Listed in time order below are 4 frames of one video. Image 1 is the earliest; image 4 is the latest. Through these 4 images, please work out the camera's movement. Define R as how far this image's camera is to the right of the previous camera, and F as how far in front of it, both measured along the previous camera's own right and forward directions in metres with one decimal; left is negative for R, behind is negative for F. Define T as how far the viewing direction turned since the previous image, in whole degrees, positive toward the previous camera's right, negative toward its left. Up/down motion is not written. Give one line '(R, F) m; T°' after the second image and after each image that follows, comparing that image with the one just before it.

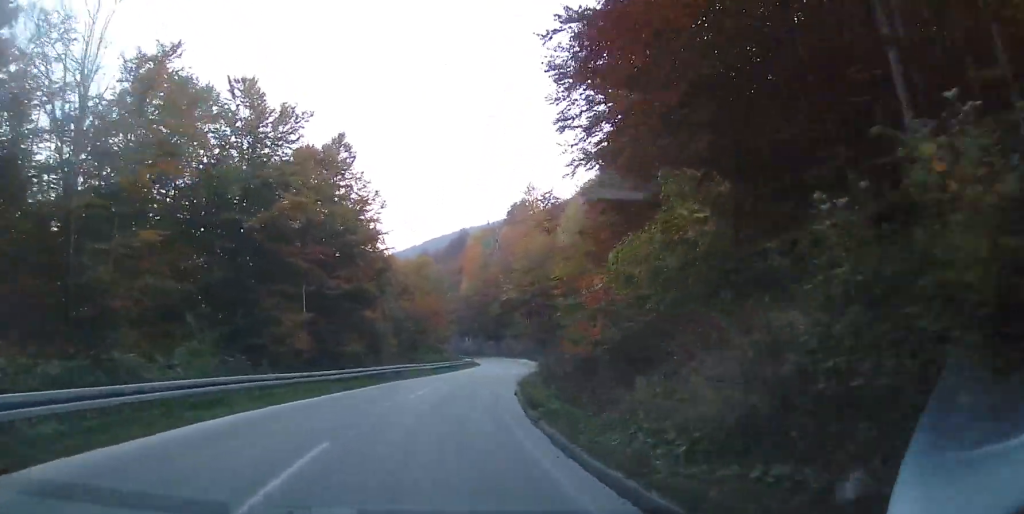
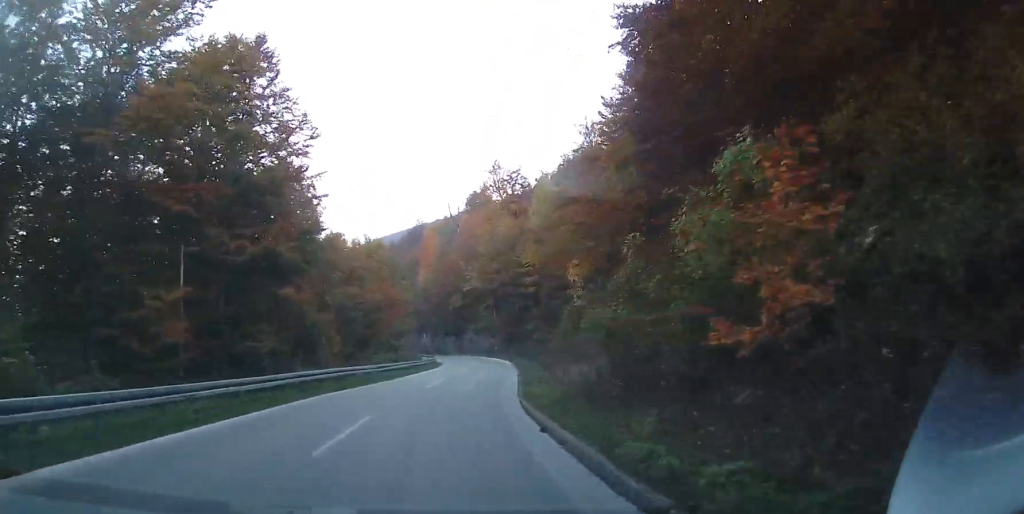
(+0.1, +10.4) m; +6°
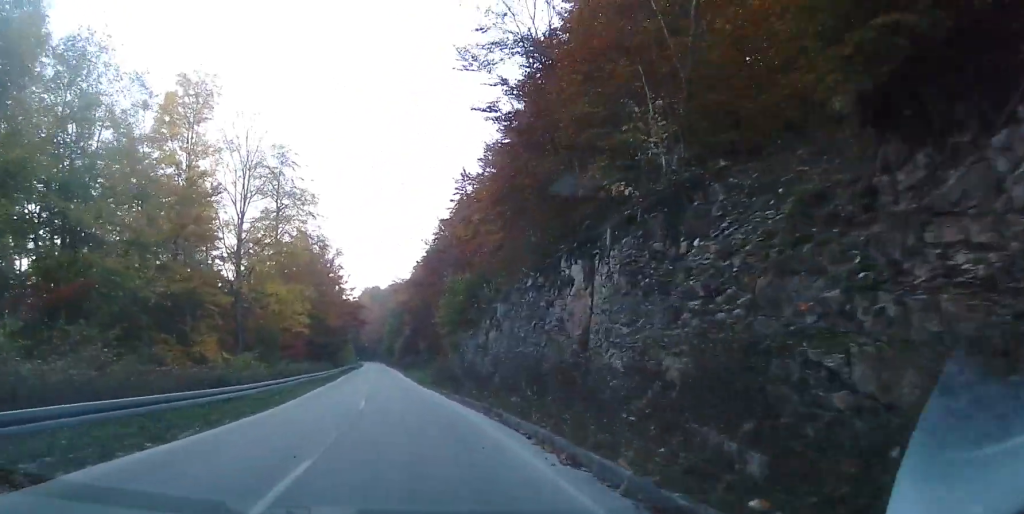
(-0.2, +96.5) m; -21°
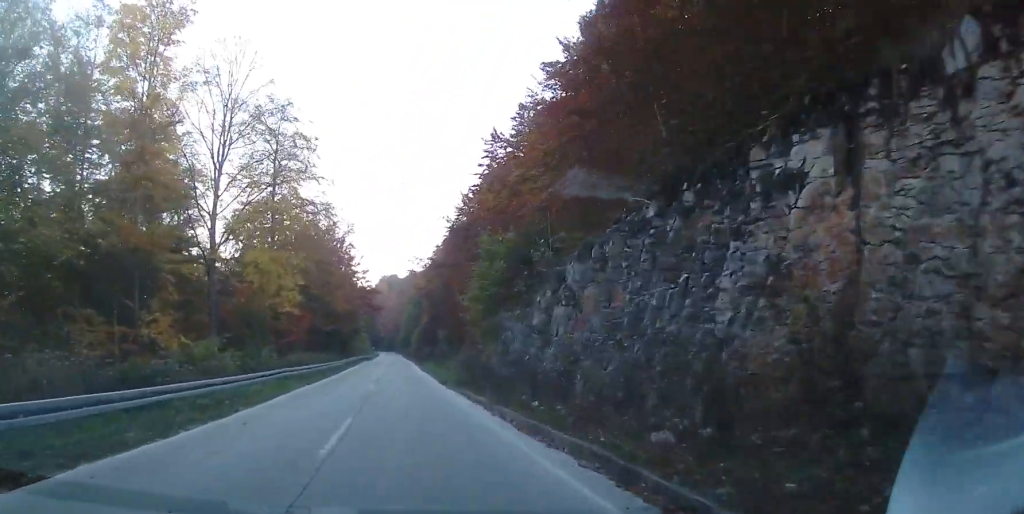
(-0.5, +9.9) m; -4°
